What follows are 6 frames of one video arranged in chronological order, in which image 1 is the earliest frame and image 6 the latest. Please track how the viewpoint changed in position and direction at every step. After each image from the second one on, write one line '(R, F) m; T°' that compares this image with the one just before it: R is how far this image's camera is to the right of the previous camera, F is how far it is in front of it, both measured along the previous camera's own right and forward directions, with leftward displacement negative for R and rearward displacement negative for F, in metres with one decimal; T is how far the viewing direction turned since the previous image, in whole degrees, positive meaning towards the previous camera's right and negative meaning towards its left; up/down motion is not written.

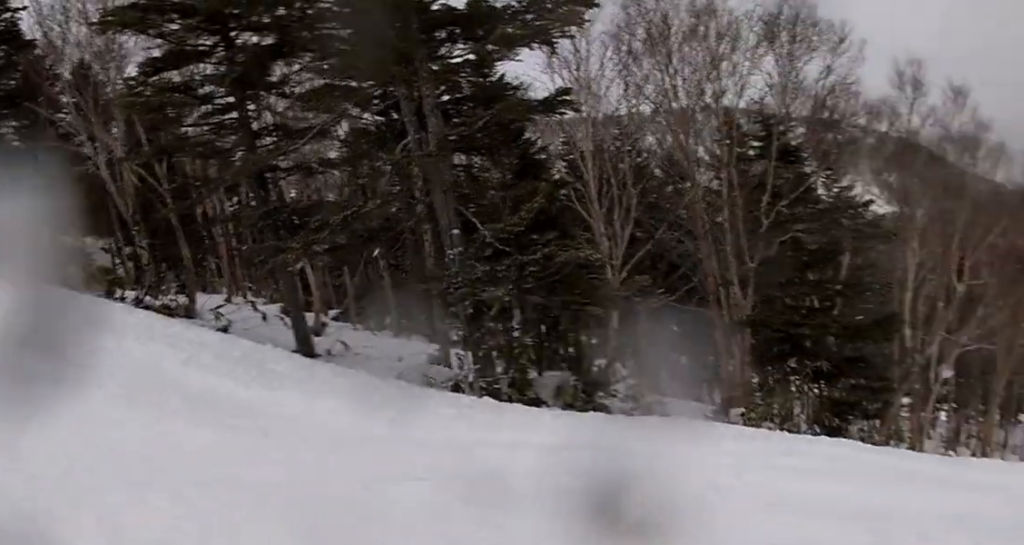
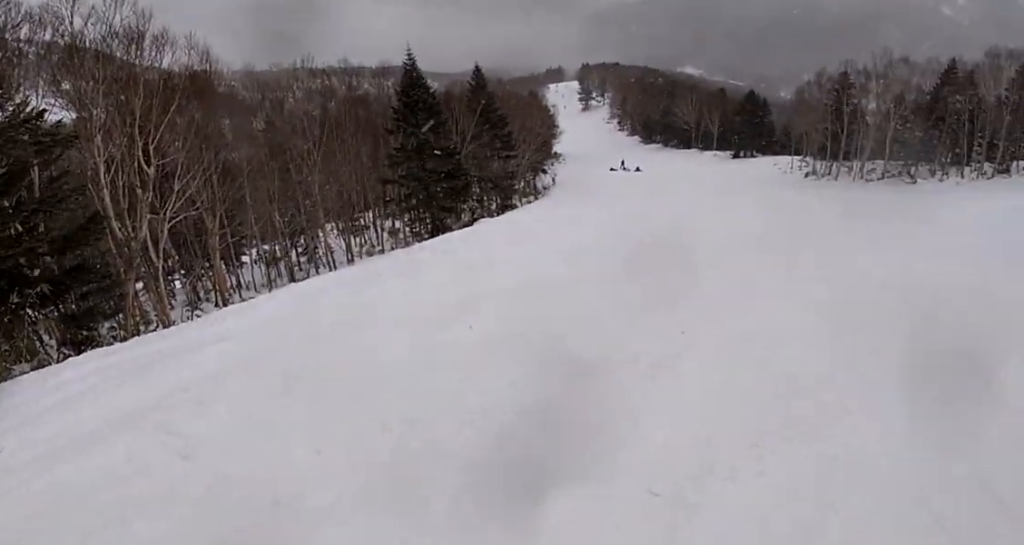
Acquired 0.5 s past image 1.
(+0.7, +1.2) m; +31°
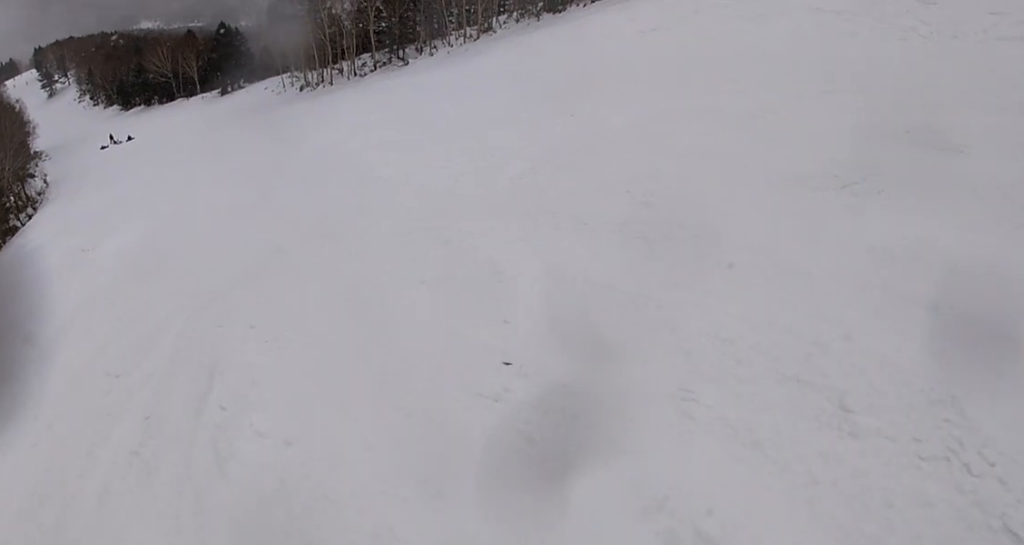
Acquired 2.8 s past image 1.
(+3.8, +6.3) m; +48°
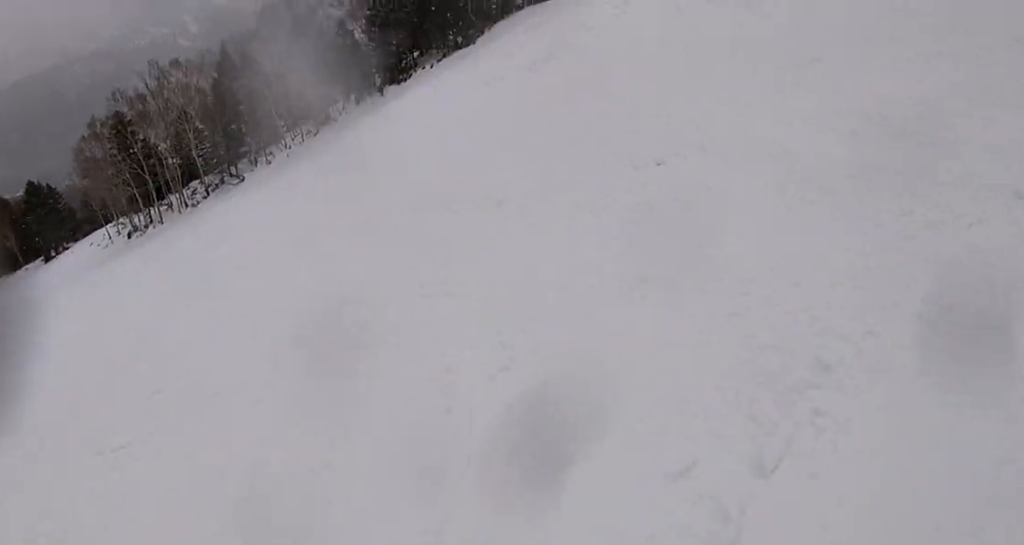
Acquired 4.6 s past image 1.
(+1.9, +8.9) m; +9°
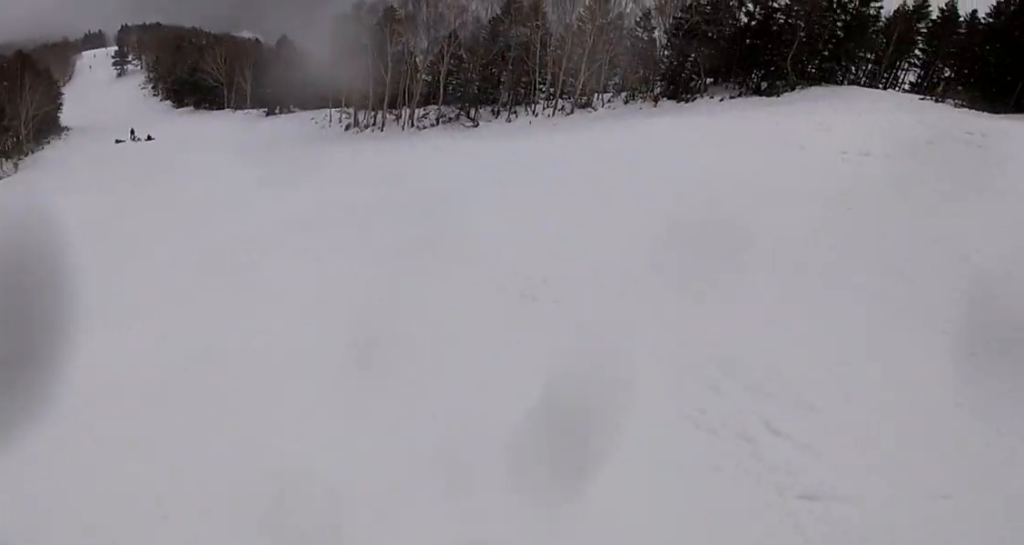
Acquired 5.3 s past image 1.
(-0.4, +5.1) m; -20°
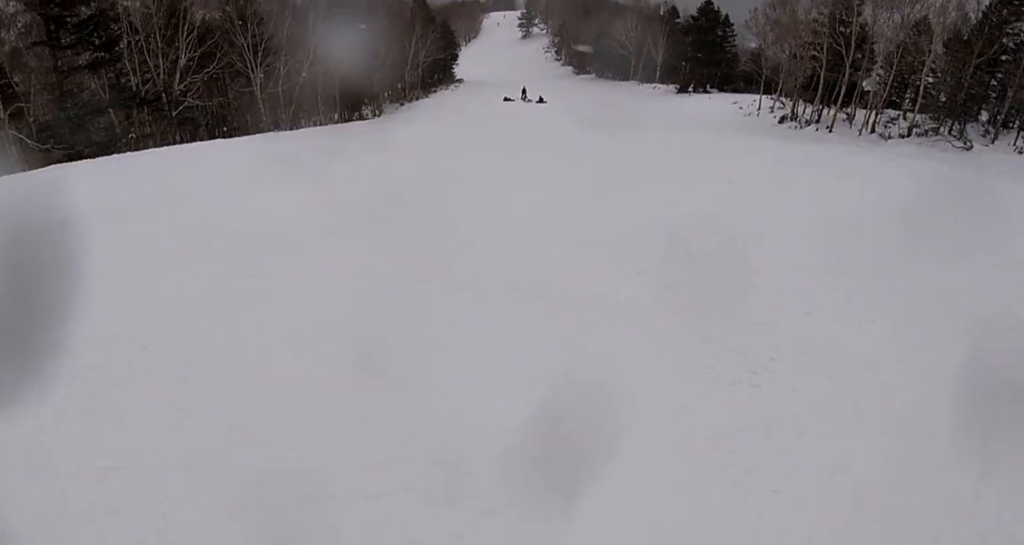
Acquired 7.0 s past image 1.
(-4.3, +10.2) m; -21°
